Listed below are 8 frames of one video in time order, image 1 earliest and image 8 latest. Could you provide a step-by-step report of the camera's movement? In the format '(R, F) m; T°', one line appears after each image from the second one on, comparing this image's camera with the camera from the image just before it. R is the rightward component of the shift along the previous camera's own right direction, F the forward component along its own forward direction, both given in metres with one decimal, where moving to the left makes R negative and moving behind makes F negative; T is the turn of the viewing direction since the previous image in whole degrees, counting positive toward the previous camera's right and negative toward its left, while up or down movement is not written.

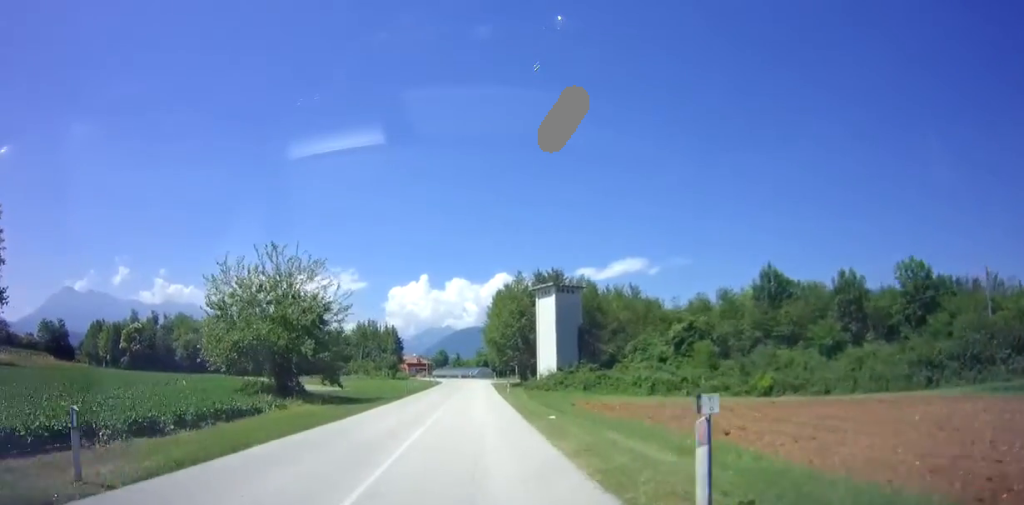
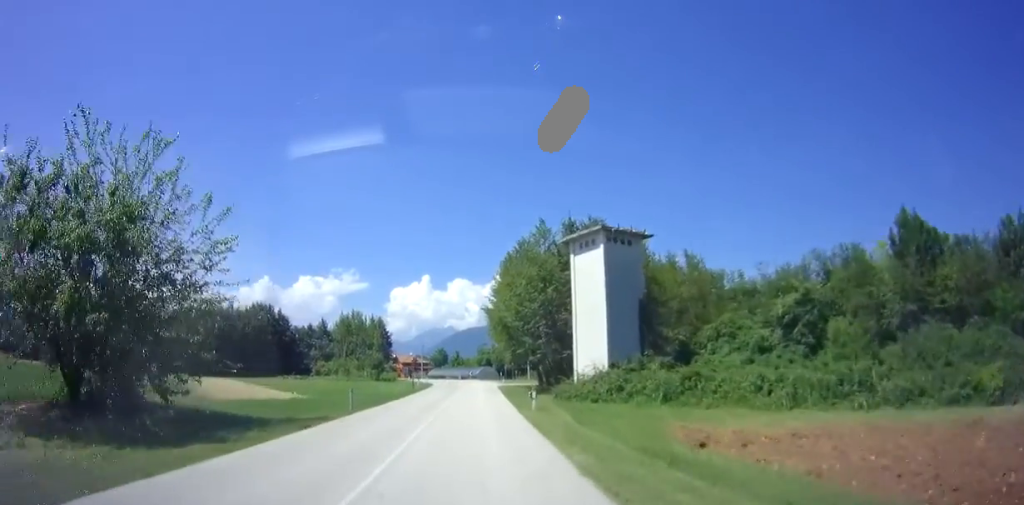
(-0.1, +17.3) m; -1°
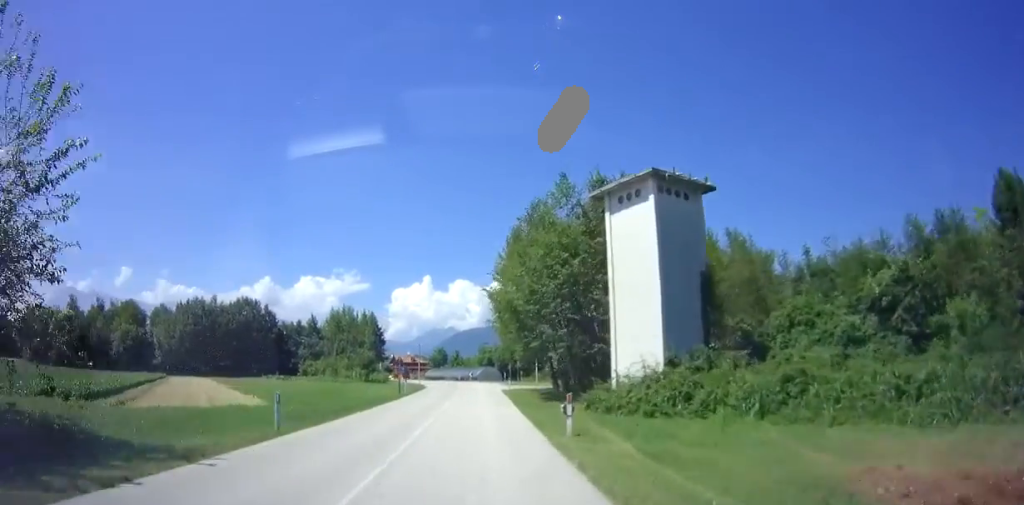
(0.0, +8.2) m; 0°
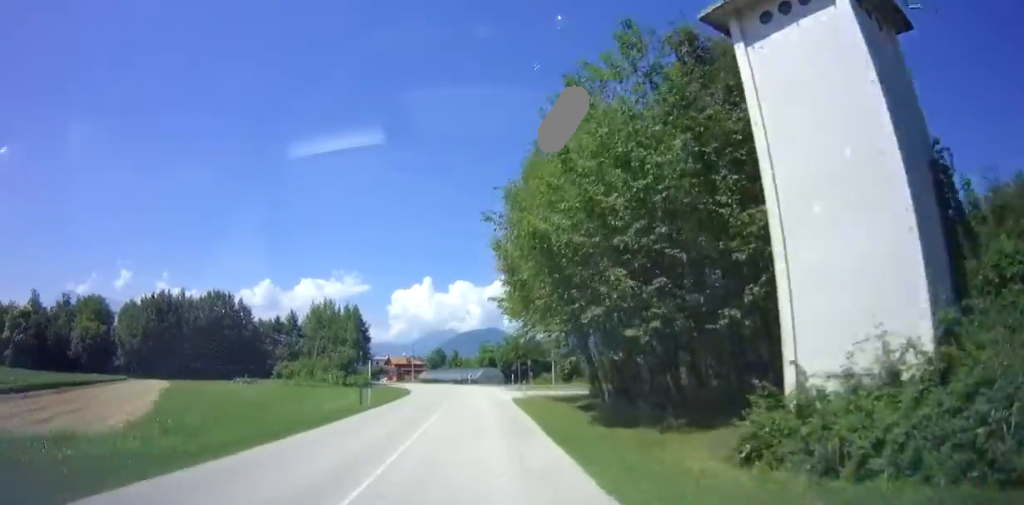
(0.0, +12.7) m; -1°
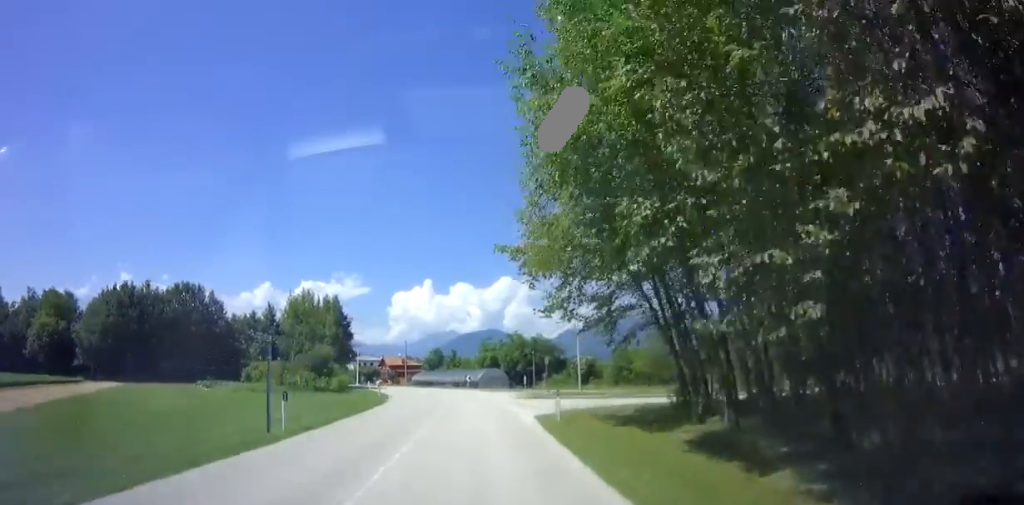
(-0.1, +11.1) m; -2°
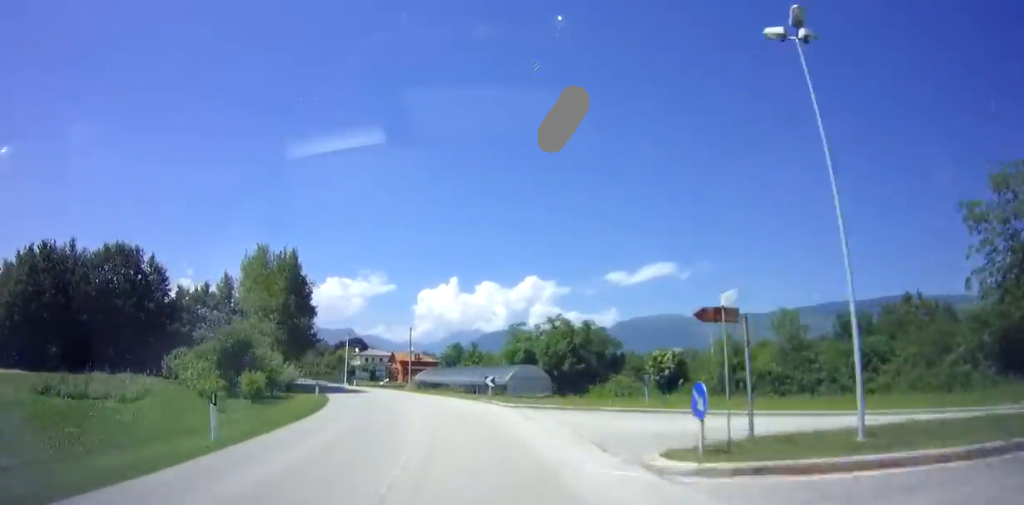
(-1.0, +23.3) m; -8°
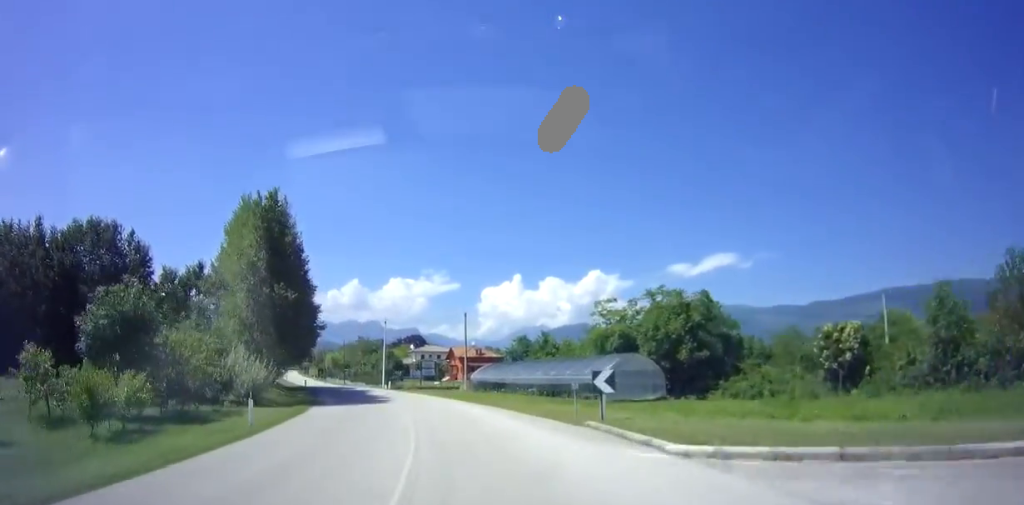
(-1.3, +16.4) m; -8°
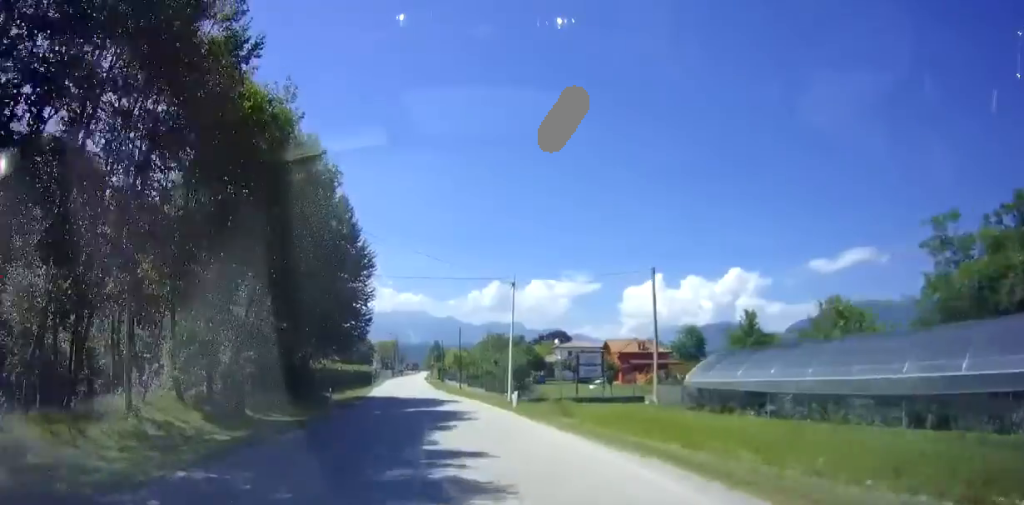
(-2.7, +26.1) m; -11°
